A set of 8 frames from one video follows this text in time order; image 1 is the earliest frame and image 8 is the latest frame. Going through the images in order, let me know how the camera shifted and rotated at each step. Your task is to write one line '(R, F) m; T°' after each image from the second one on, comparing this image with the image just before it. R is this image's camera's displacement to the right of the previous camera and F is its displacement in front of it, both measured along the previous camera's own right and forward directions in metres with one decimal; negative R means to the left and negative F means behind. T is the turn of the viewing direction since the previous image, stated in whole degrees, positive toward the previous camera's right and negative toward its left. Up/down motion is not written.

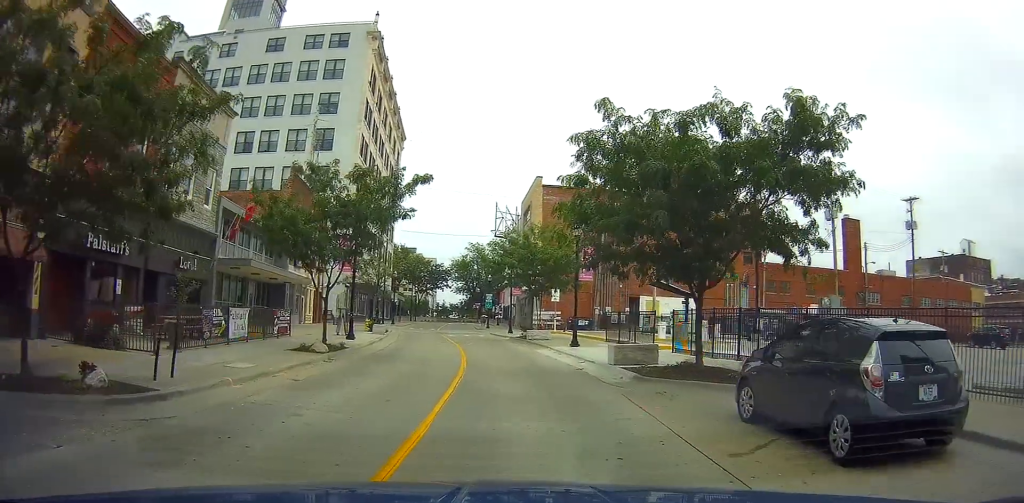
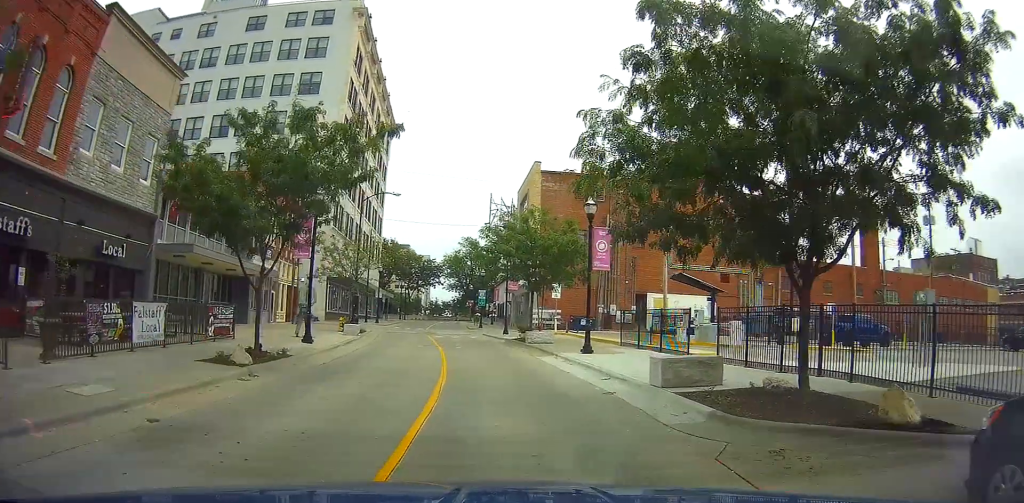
(-0.1, +5.0) m; -1°
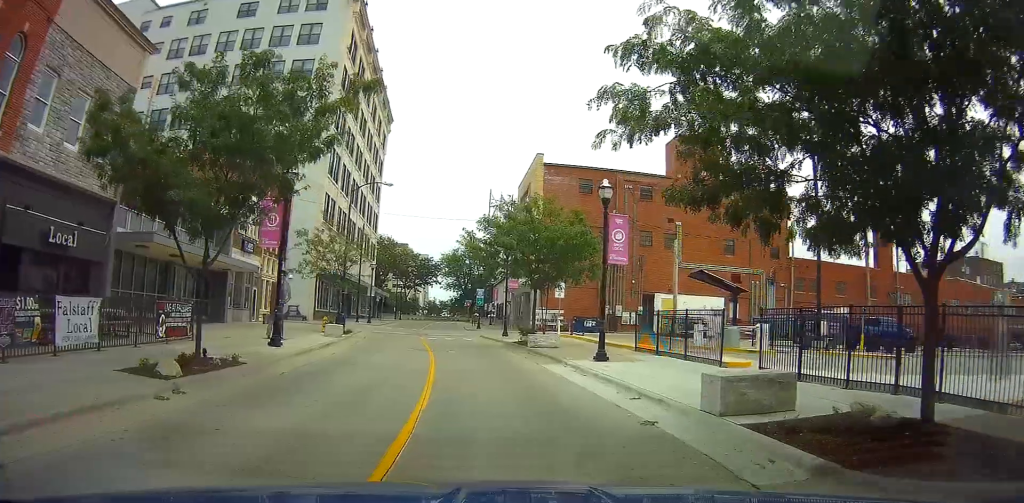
(0.0, +2.8) m; 0°
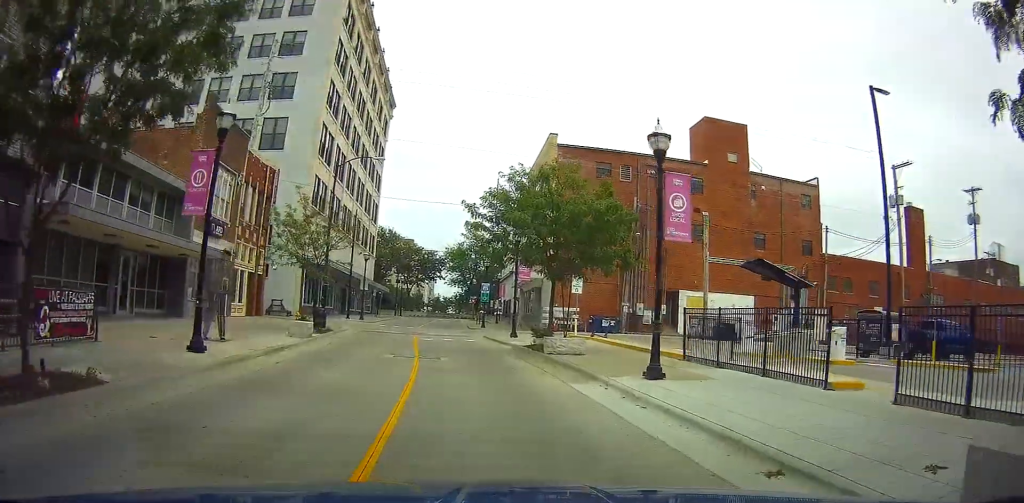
(+0.1, +5.0) m; -1°
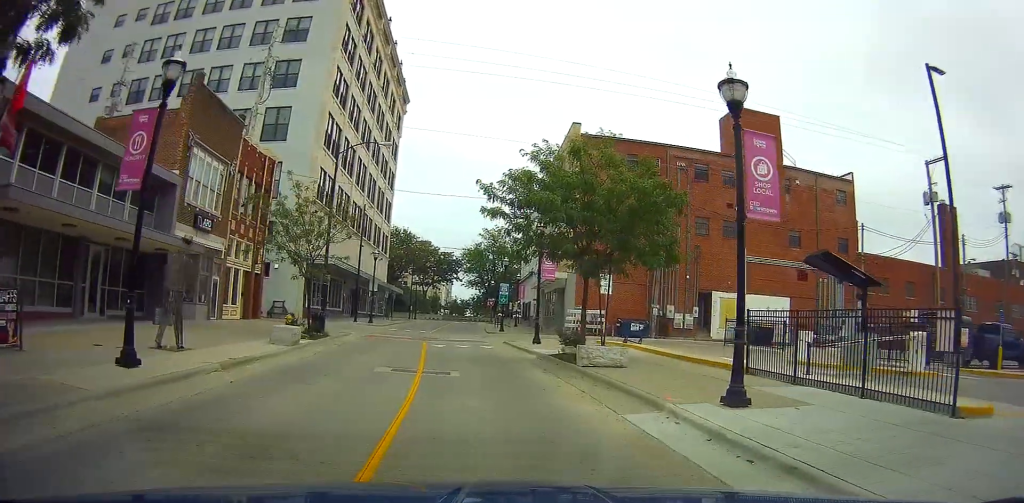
(-0.1, +3.2) m; -2°
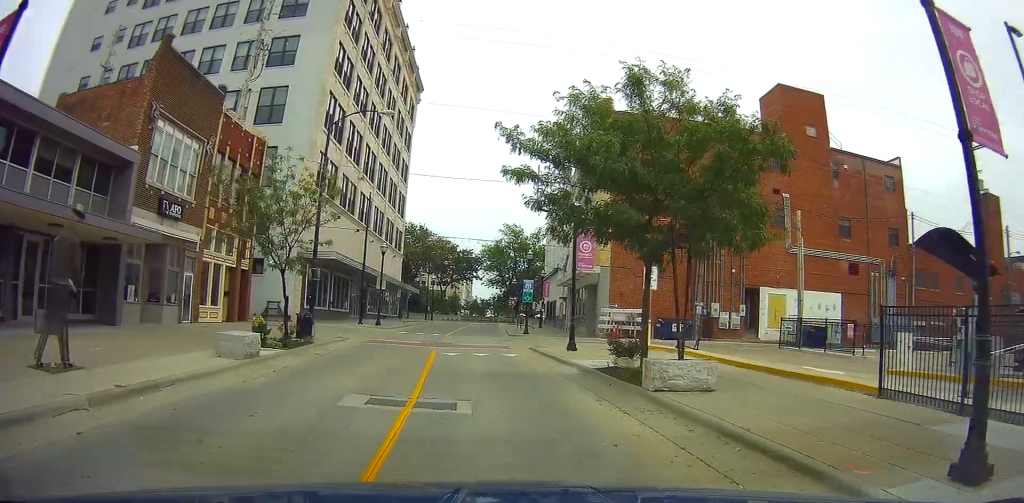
(0.0, +4.7) m; 0°
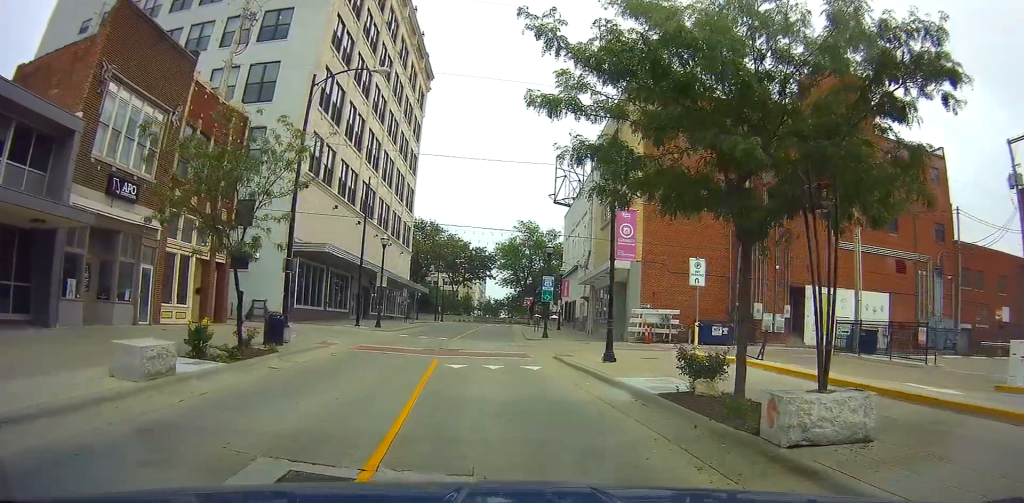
(0.0, +4.3) m; 0°
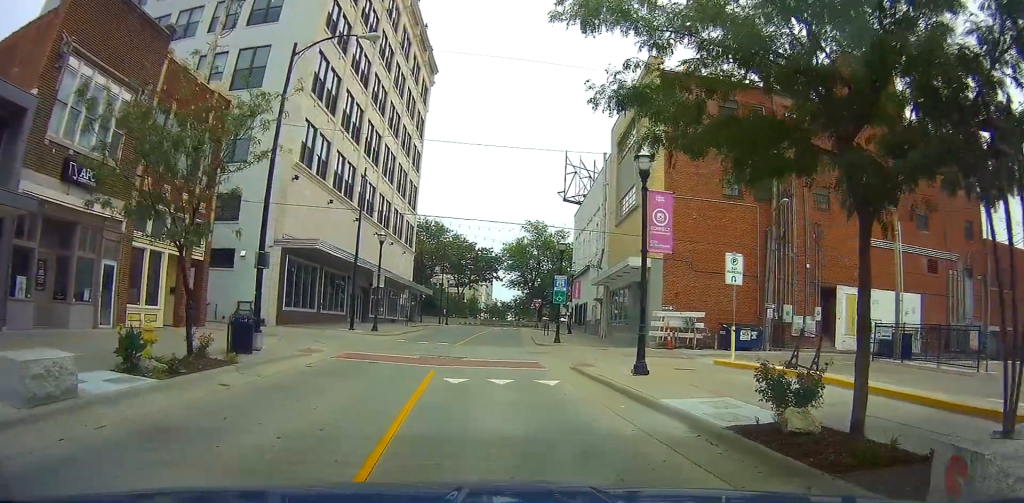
(0.0, +2.8) m; -2°
